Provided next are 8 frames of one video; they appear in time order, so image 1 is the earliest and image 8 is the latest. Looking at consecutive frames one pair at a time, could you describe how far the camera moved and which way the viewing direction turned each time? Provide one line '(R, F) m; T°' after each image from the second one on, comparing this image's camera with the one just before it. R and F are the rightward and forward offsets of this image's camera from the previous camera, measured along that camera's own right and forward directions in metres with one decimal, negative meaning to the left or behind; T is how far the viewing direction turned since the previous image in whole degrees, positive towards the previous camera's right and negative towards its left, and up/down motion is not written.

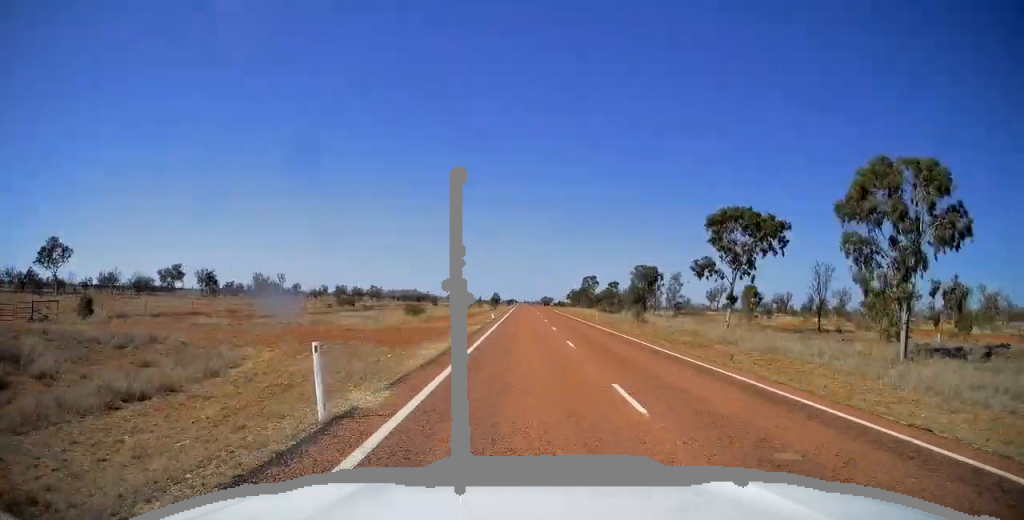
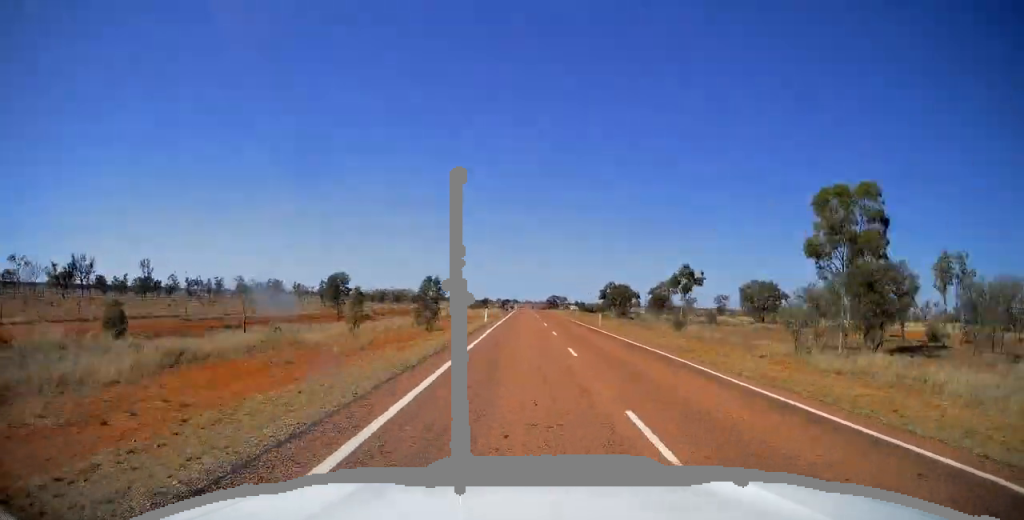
(-0.4, +137.7) m; 0°
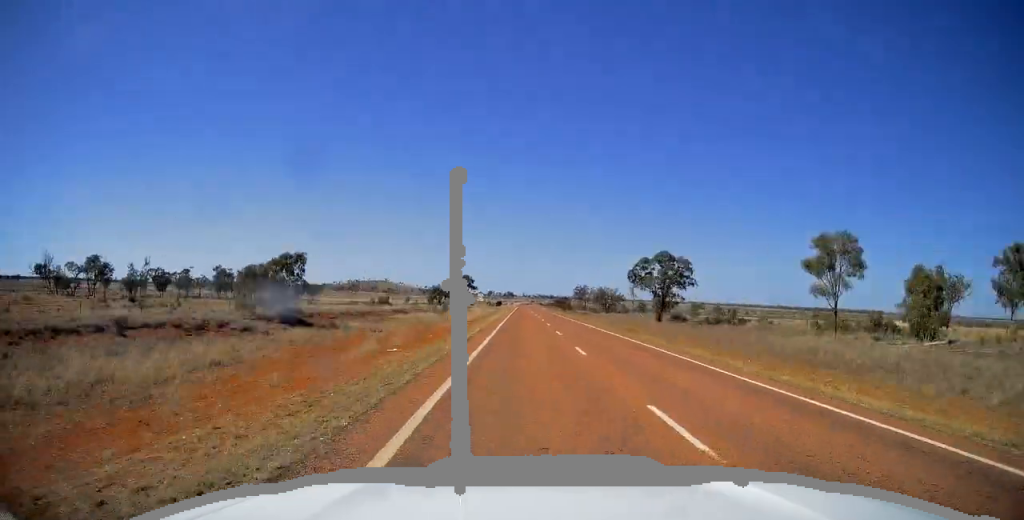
(+0.7, +295.2) m; 0°
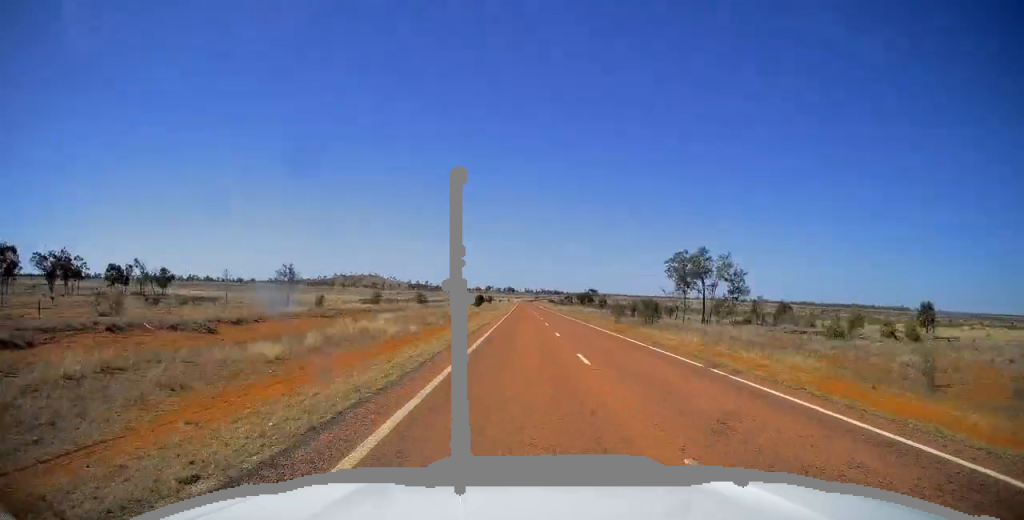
(+0.2, +137.7) m; 0°
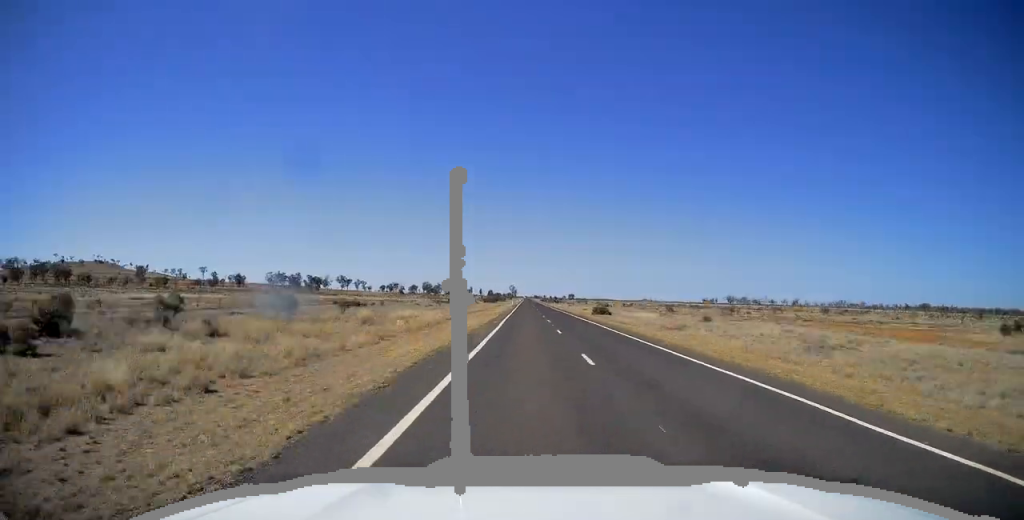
(+54.5, +793.3) m; +8°
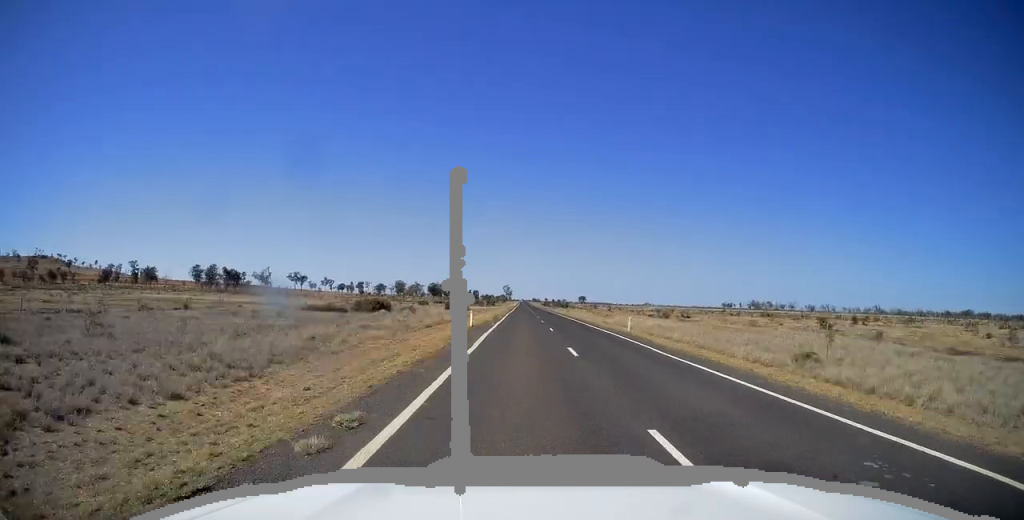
(+0.7, +108.1) m; 0°
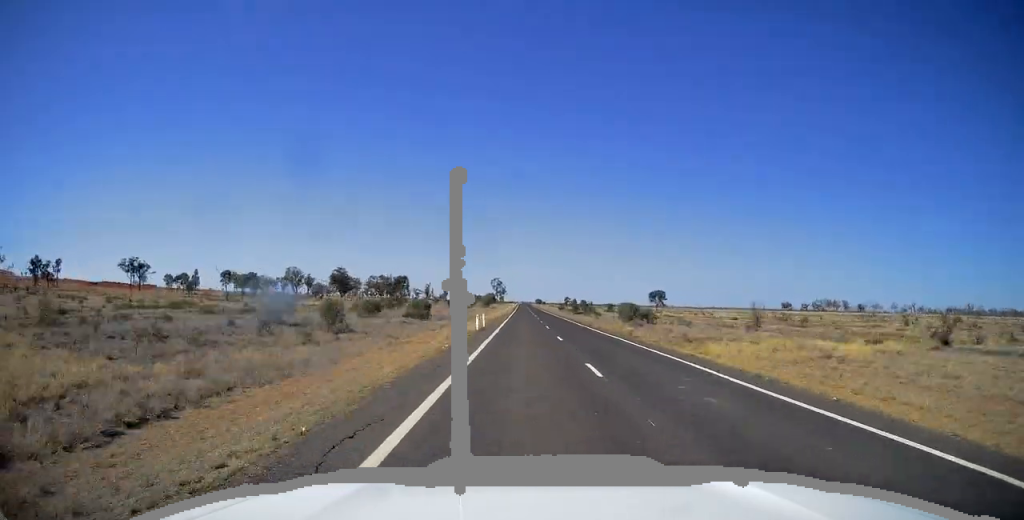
(-0.3, +196.6) m; 0°
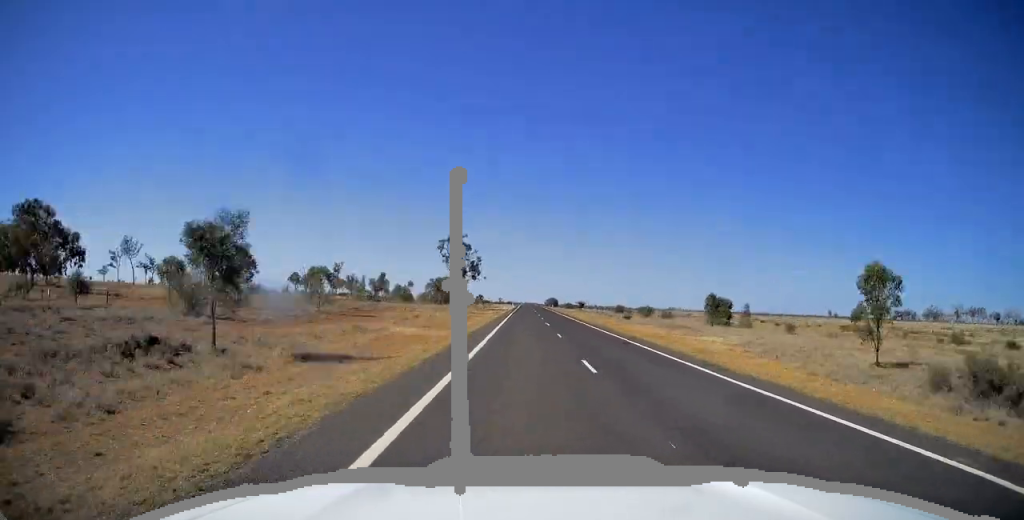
(+0.8, +206.3) m; 0°
